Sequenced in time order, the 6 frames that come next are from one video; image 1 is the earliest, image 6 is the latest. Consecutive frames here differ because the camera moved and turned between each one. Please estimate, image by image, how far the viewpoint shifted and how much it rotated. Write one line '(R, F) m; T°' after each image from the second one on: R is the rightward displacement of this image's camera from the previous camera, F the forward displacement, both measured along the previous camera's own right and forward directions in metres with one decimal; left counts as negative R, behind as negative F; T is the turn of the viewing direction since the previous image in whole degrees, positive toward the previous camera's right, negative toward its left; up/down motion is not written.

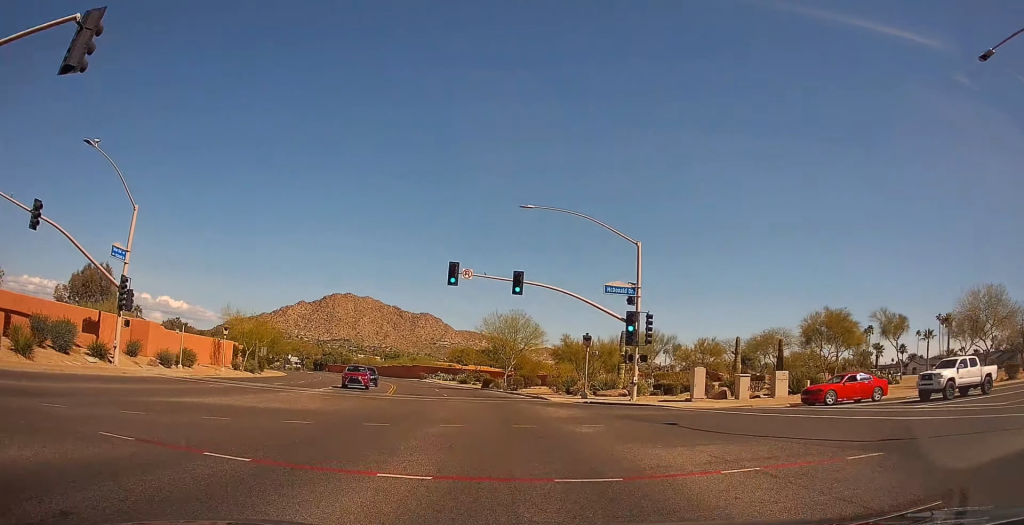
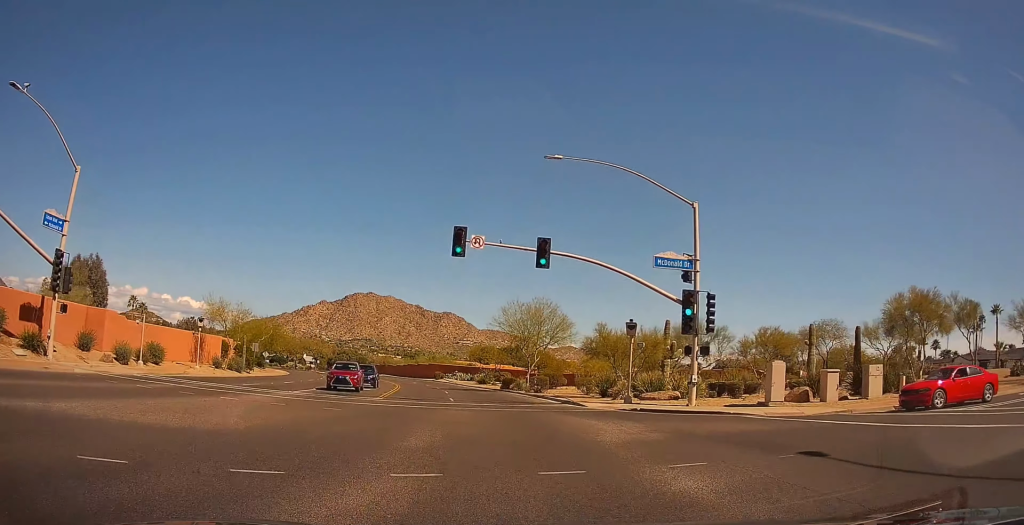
(0.0, +7.8) m; -4°
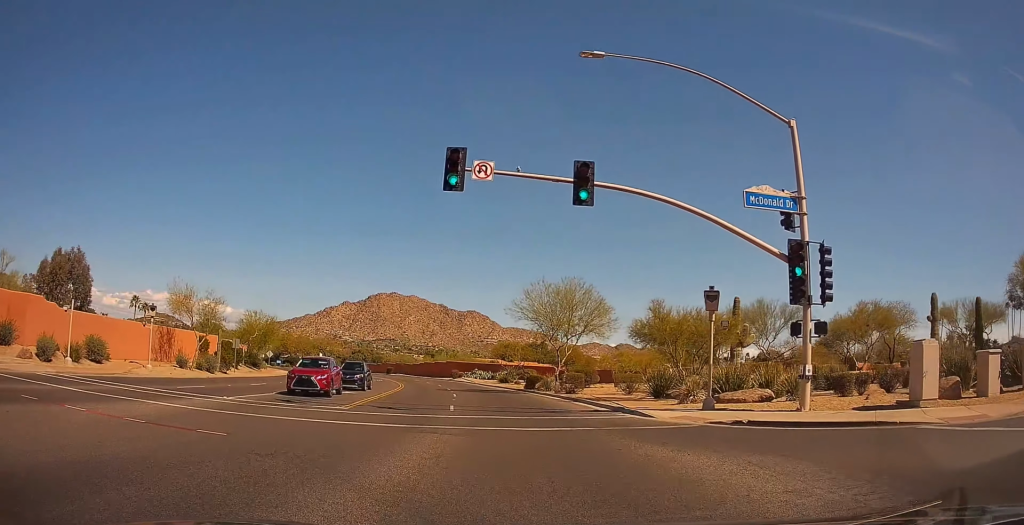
(-0.6, +9.1) m; -4°
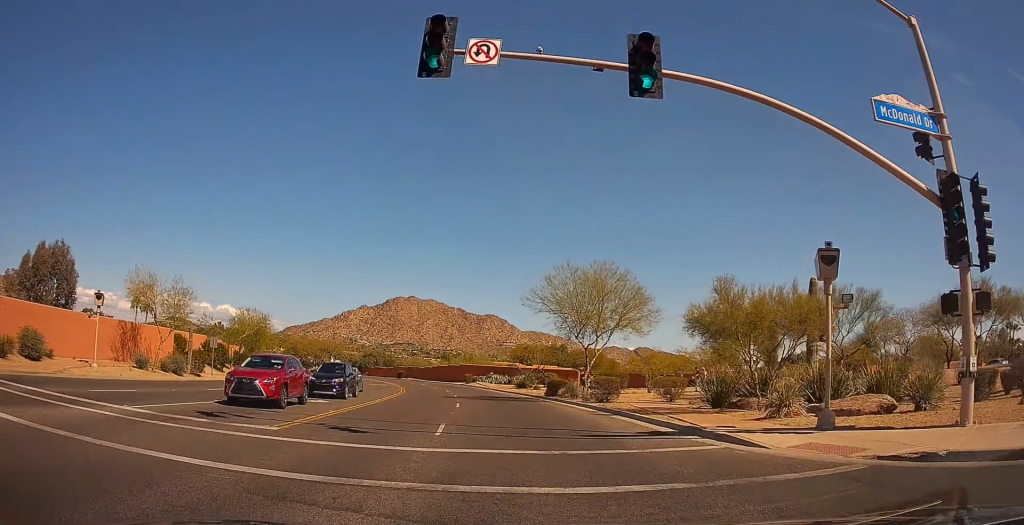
(-0.2, +6.9) m; -3°
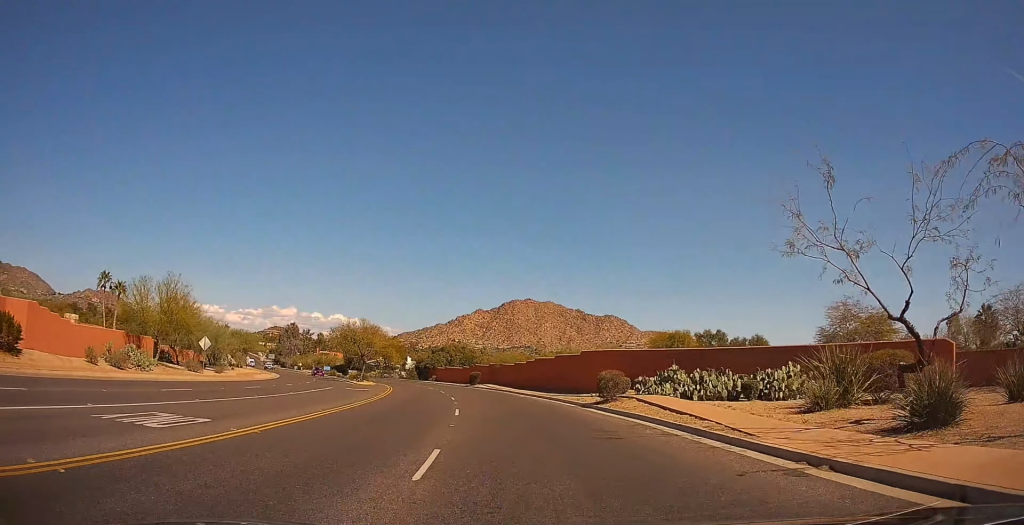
(-0.2, +51.8) m; -5°
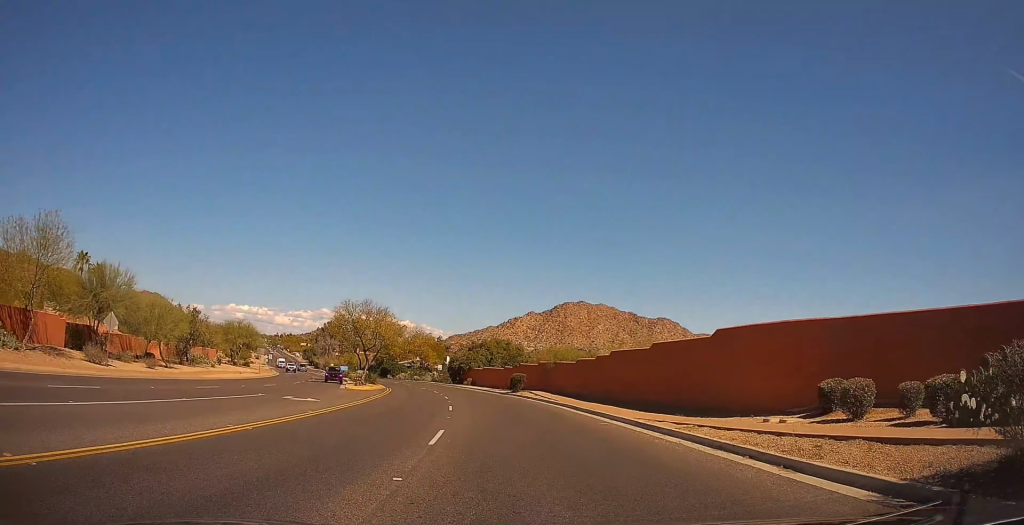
(-1.0, +19.5) m; -5°
